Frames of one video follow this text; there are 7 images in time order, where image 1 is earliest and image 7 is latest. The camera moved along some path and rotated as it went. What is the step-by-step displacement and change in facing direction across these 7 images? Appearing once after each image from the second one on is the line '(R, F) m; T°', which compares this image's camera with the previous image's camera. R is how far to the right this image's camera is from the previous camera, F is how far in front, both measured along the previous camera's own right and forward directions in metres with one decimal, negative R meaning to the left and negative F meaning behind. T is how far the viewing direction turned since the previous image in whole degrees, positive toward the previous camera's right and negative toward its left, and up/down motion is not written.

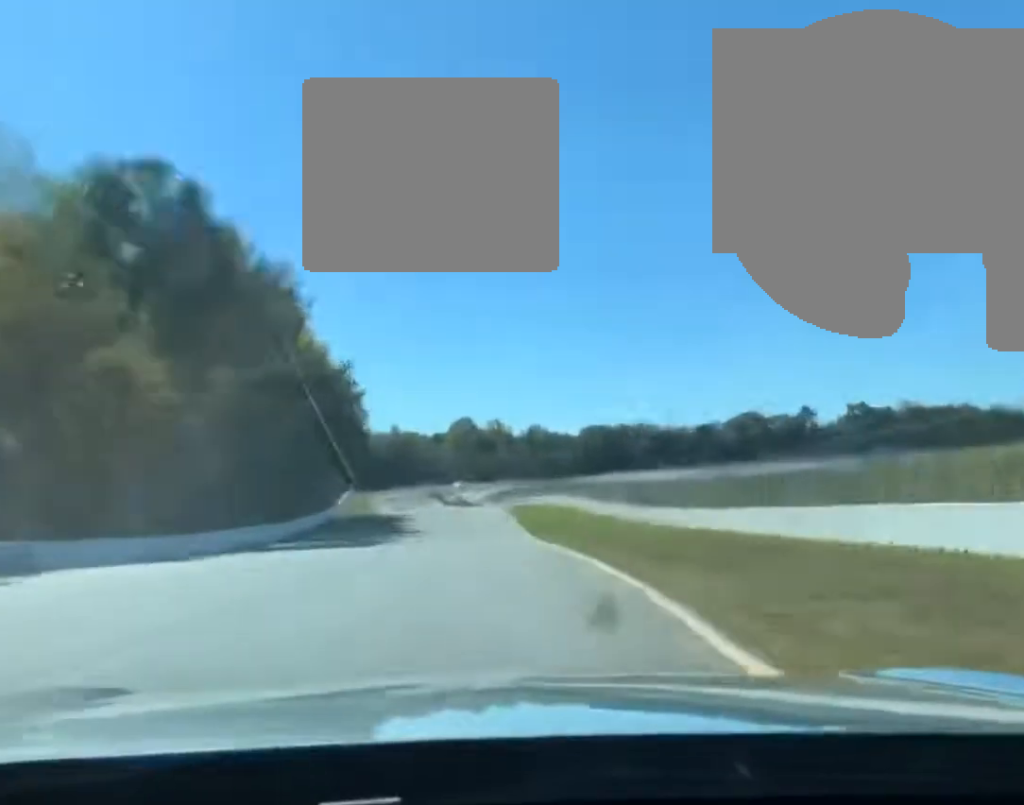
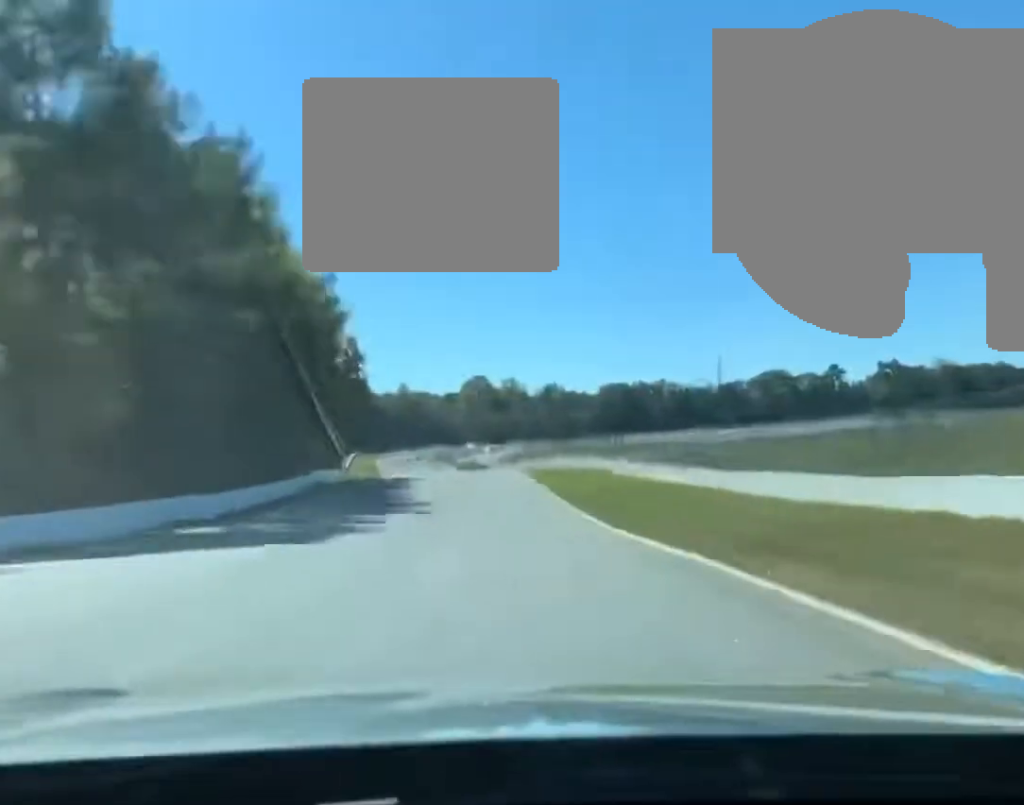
(-0.2, +24.1) m; -1°
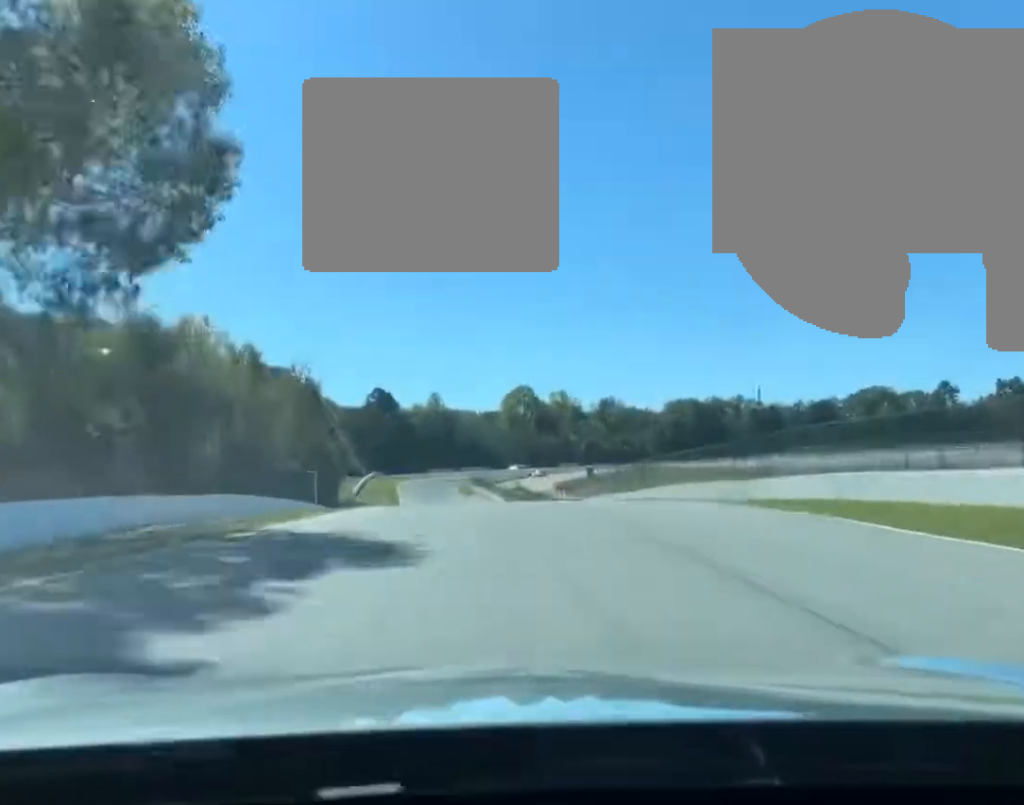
(-1.7, +83.5) m; -2°
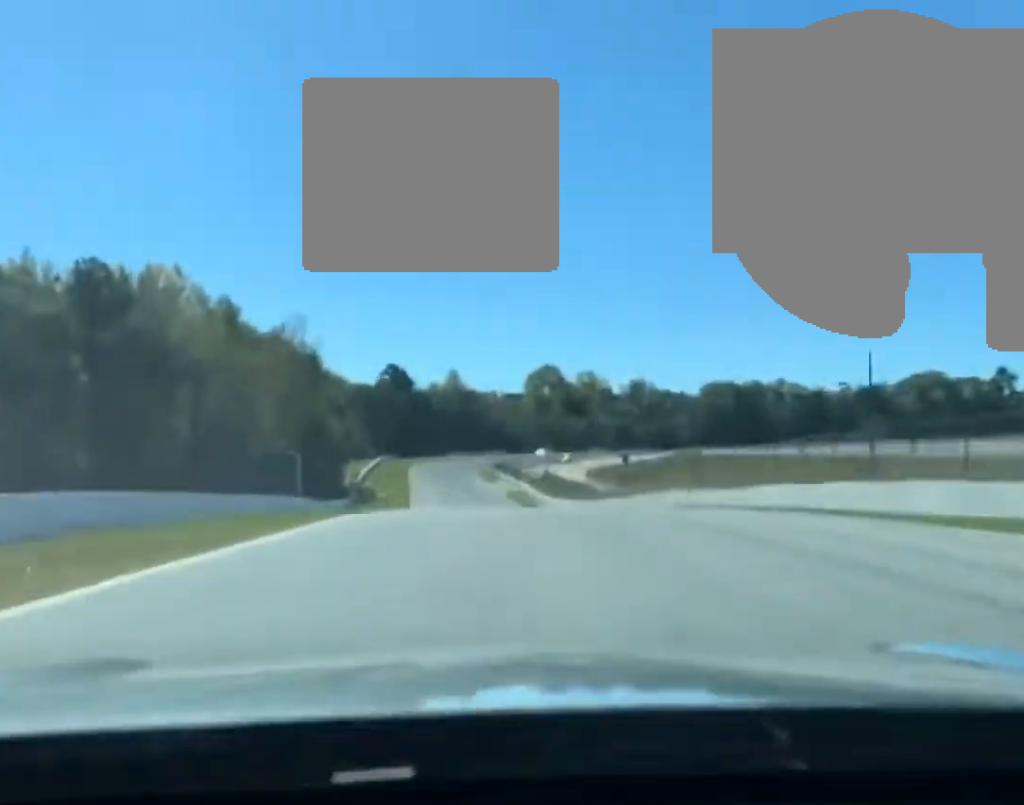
(-0.1, +27.1) m; 0°
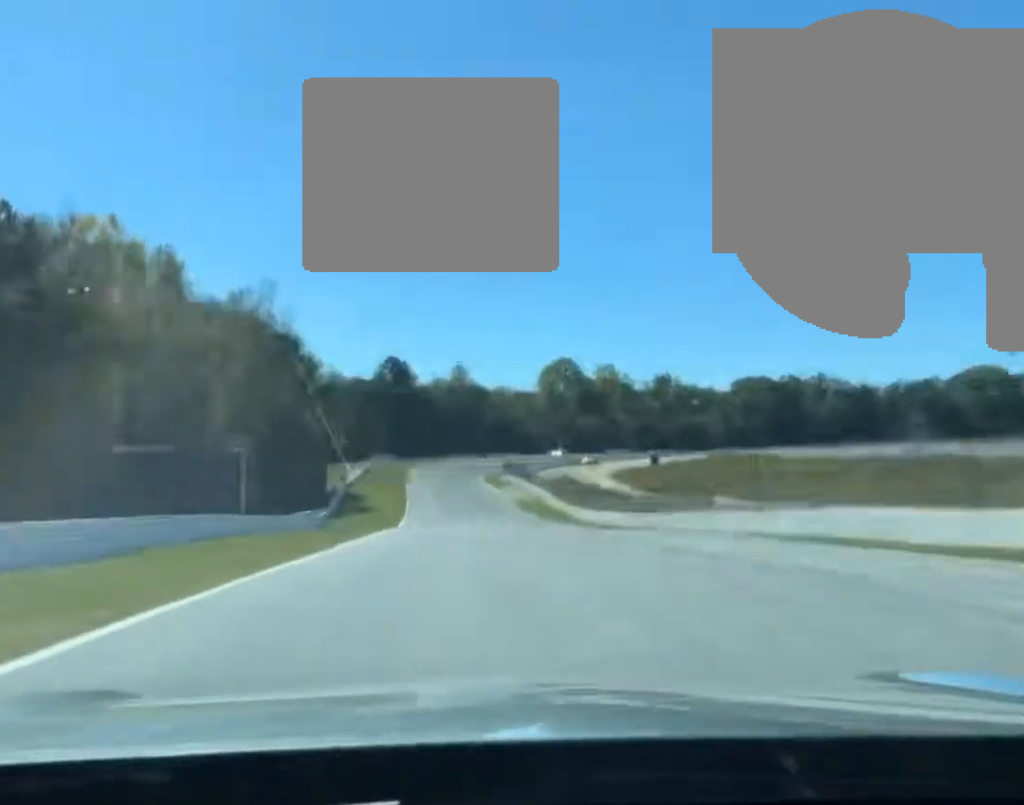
(0.0, +26.4) m; 0°
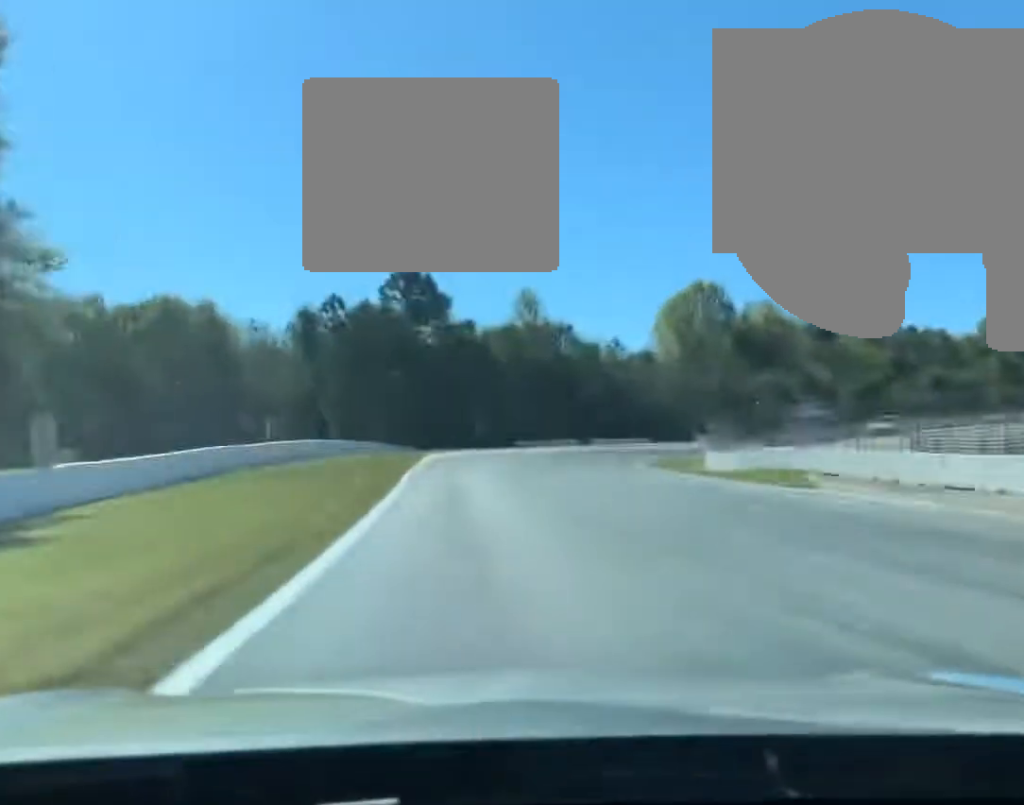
(-4.9, +138.3) m; -4°
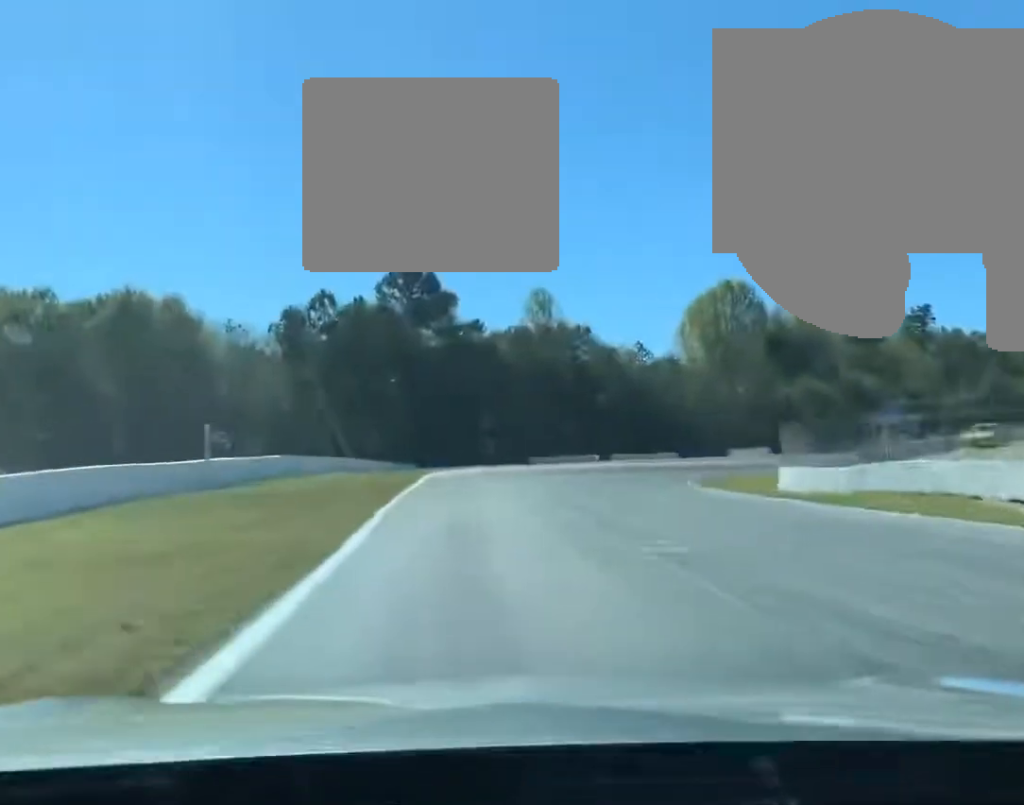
(-0.1, +18.8) m; 0°
